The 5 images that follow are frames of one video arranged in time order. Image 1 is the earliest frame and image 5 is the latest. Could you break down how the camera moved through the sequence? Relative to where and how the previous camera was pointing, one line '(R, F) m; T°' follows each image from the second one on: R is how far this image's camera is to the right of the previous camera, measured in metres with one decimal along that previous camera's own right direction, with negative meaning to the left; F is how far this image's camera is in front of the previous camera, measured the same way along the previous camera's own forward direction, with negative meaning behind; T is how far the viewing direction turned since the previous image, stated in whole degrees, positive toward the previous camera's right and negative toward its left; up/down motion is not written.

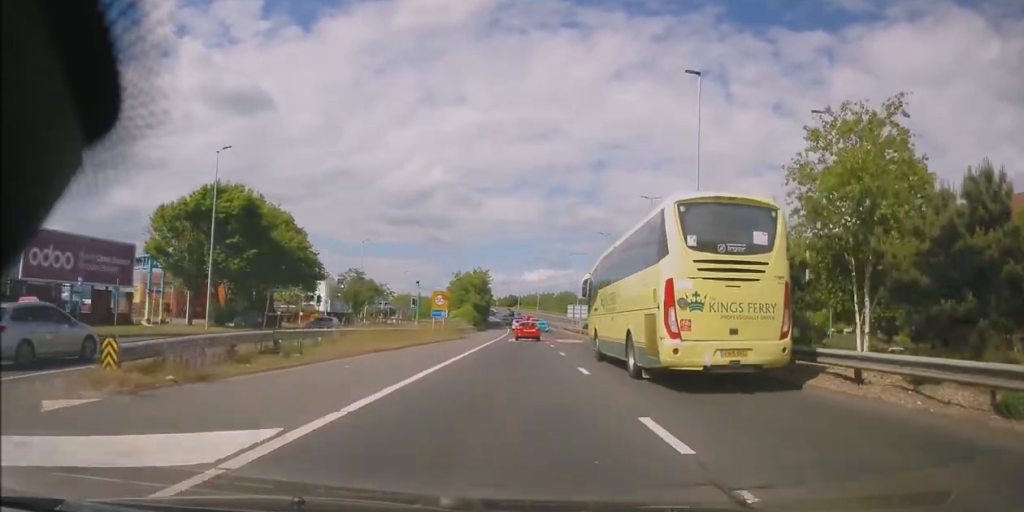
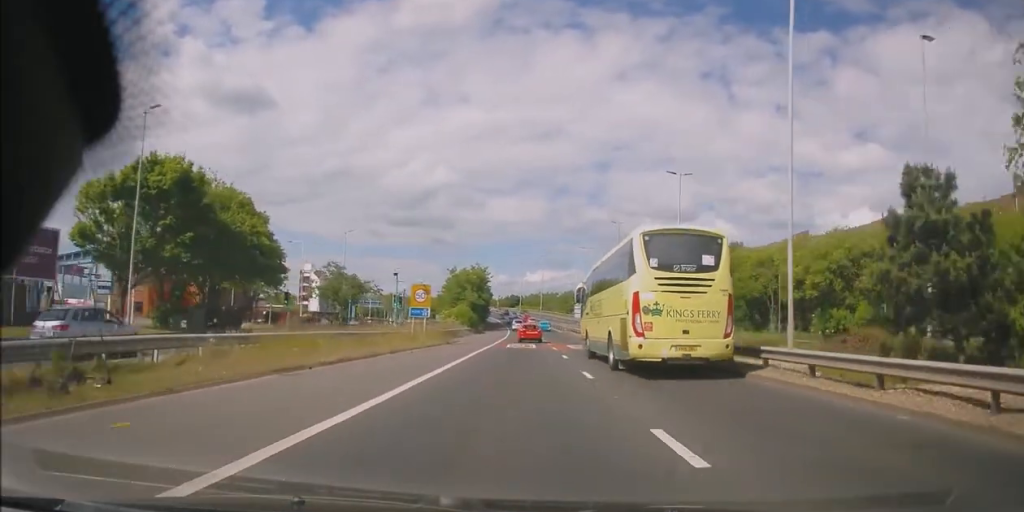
(-0.1, +9.4) m; 0°
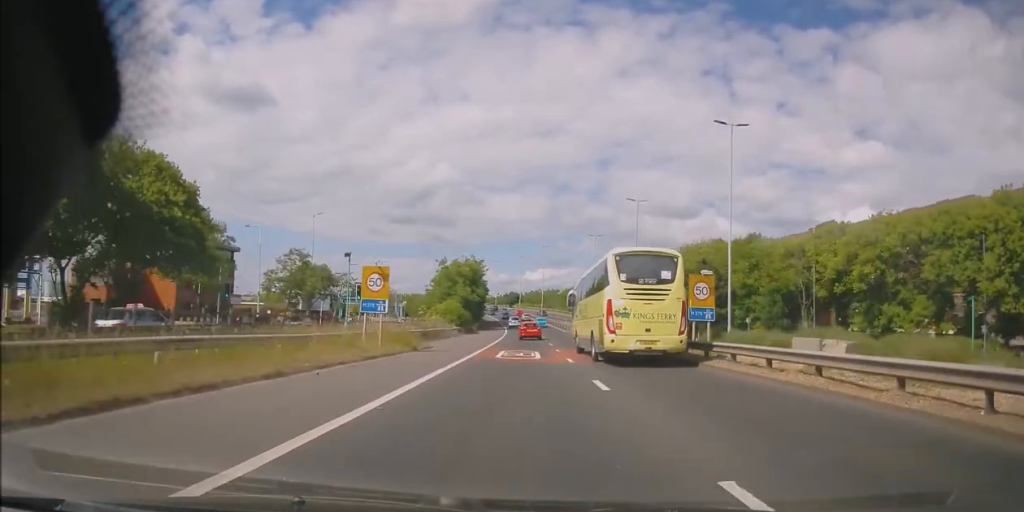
(0.0, +11.5) m; 0°
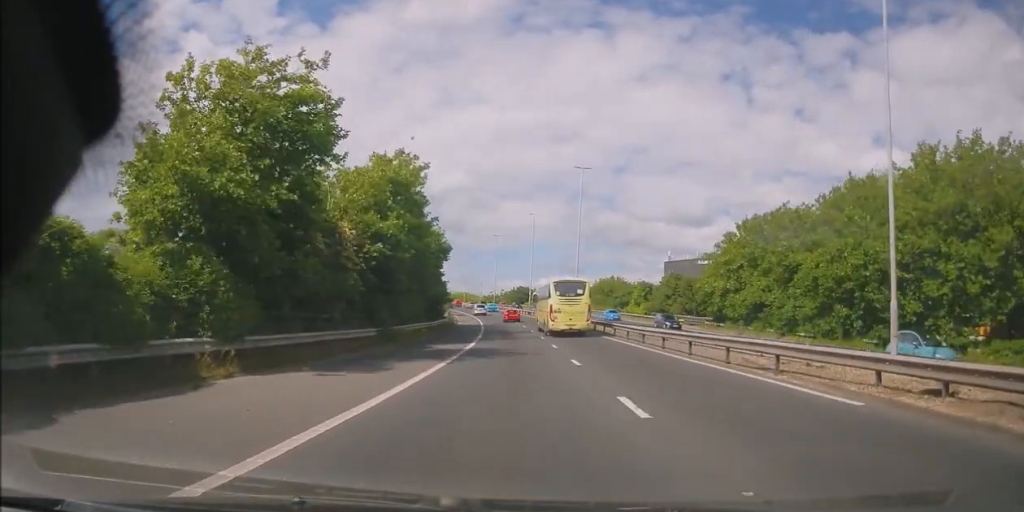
(-0.6, +66.4) m; -2°
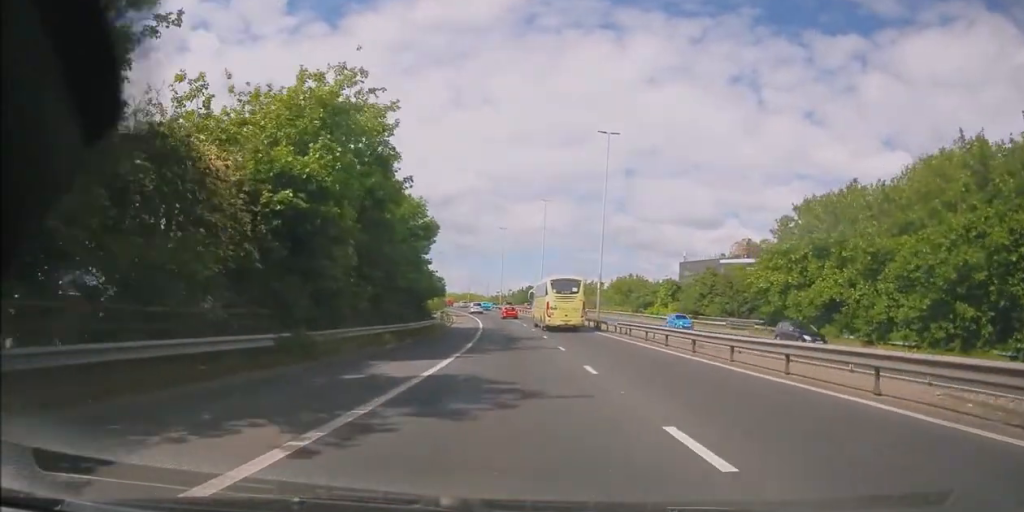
(0.0, +12.0) m; 0°
